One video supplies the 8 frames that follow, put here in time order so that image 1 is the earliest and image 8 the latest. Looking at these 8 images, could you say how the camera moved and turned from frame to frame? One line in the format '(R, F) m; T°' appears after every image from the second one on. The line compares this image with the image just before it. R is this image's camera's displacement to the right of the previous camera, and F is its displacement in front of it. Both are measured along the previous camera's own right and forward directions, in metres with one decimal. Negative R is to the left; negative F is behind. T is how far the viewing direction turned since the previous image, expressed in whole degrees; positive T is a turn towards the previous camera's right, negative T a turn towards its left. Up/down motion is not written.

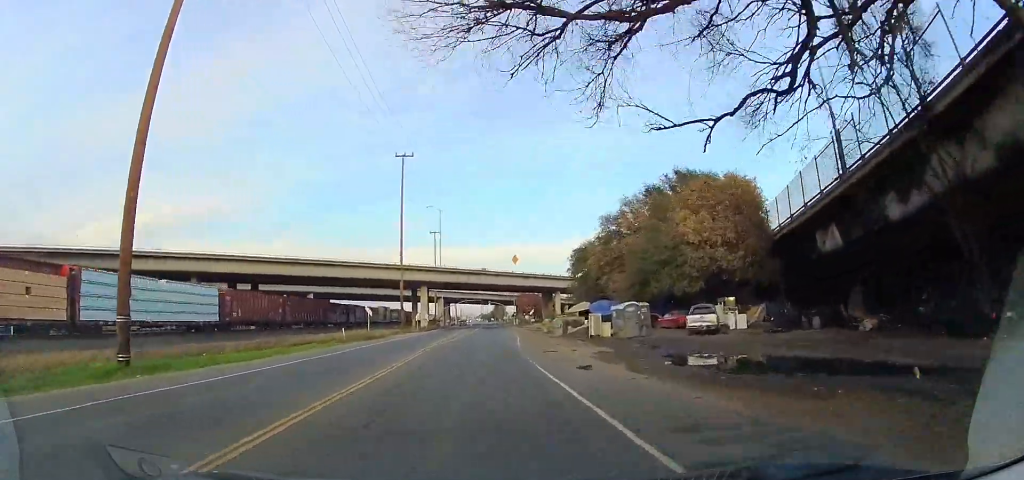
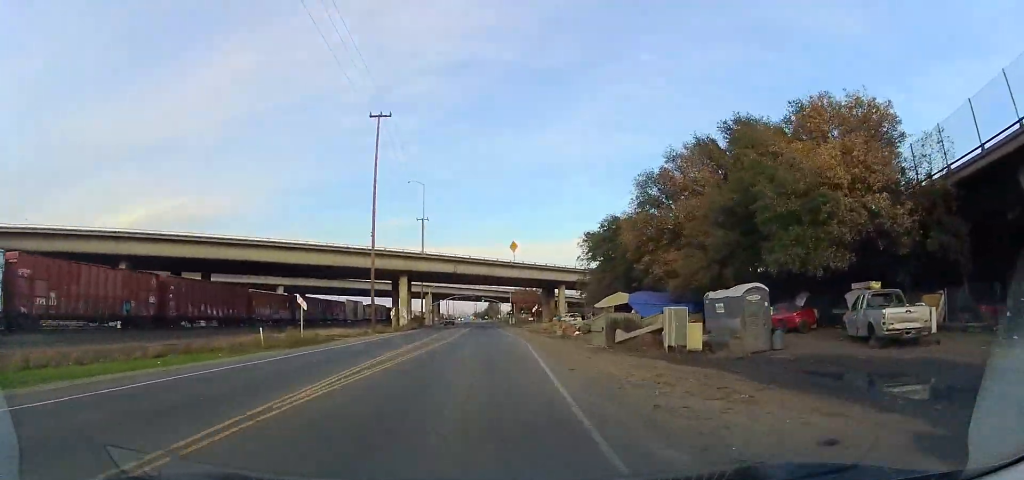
(-0.6, +16.8) m; -2°
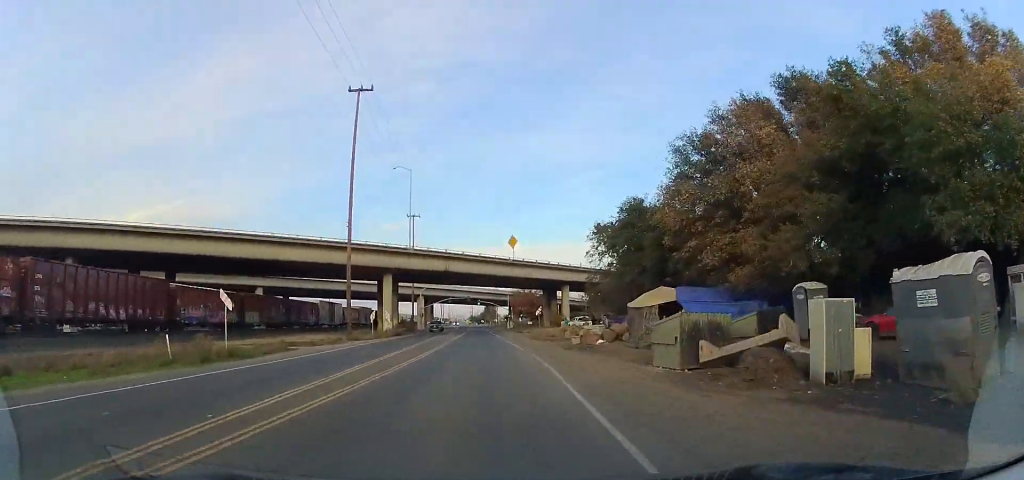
(0.0, +10.0) m; +1°
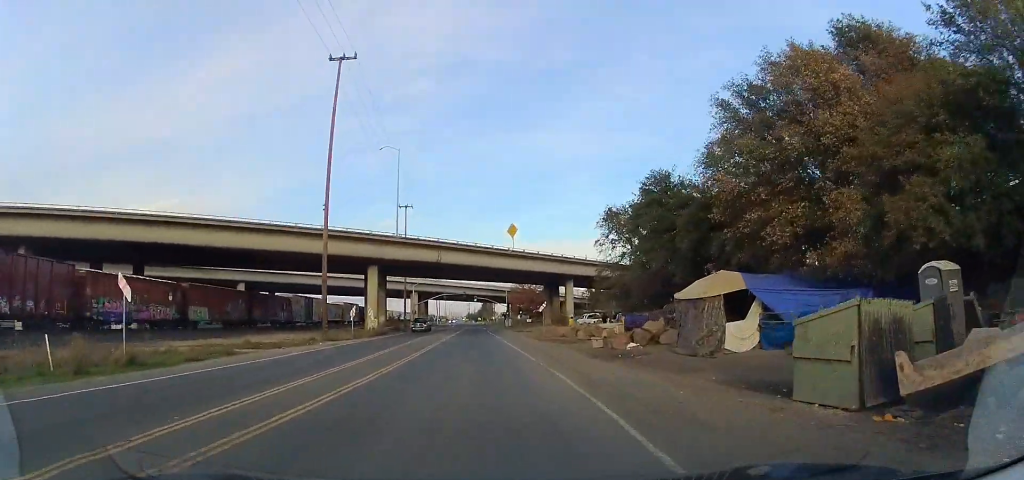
(0.0, +7.7) m; +1°
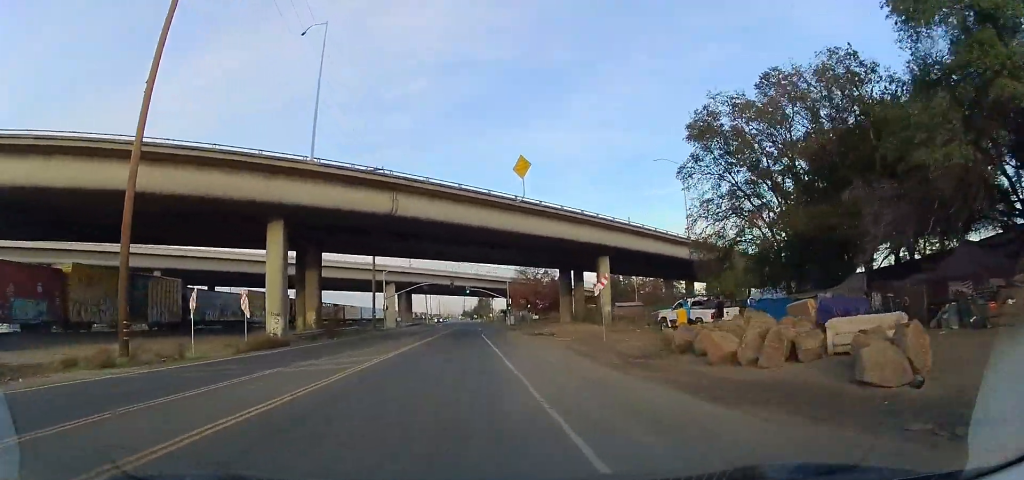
(+0.6, +29.3) m; +1°
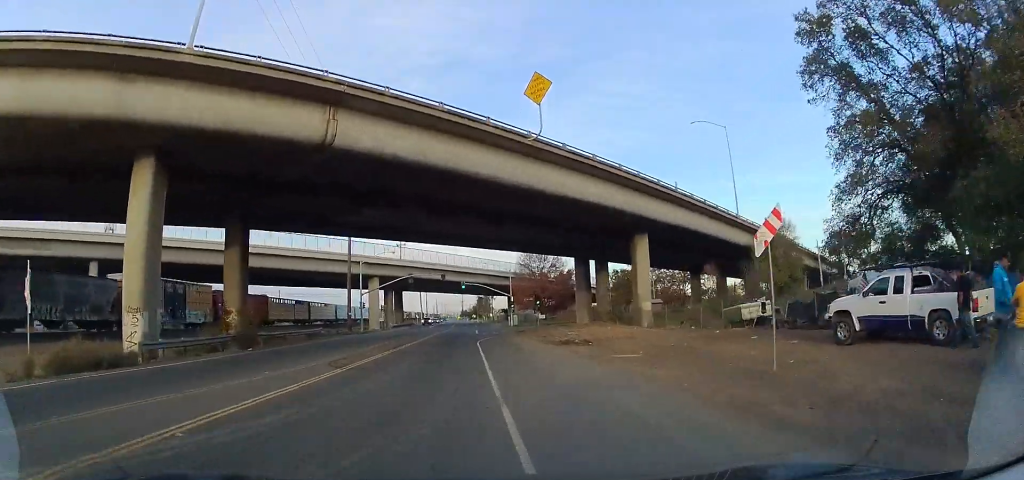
(0.0, +15.8) m; 0°
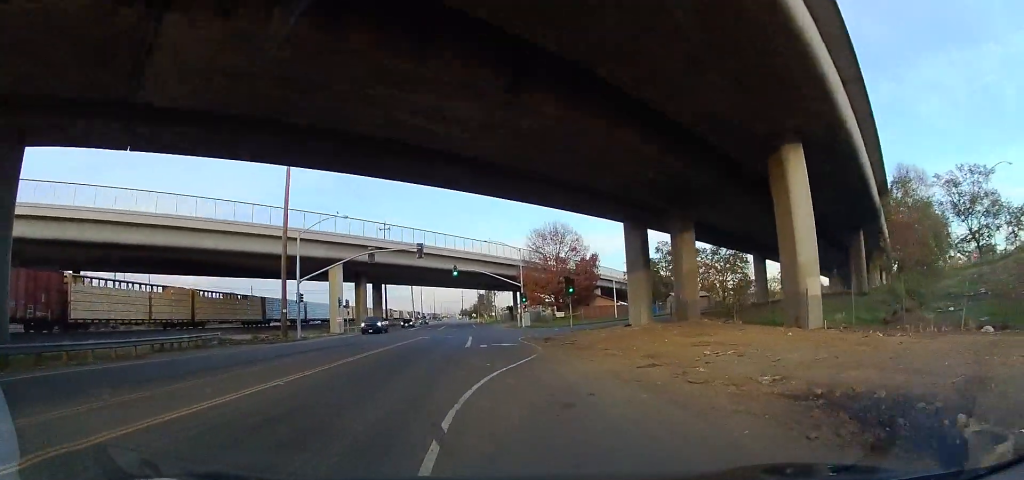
(-0.4, +25.3) m; 0°
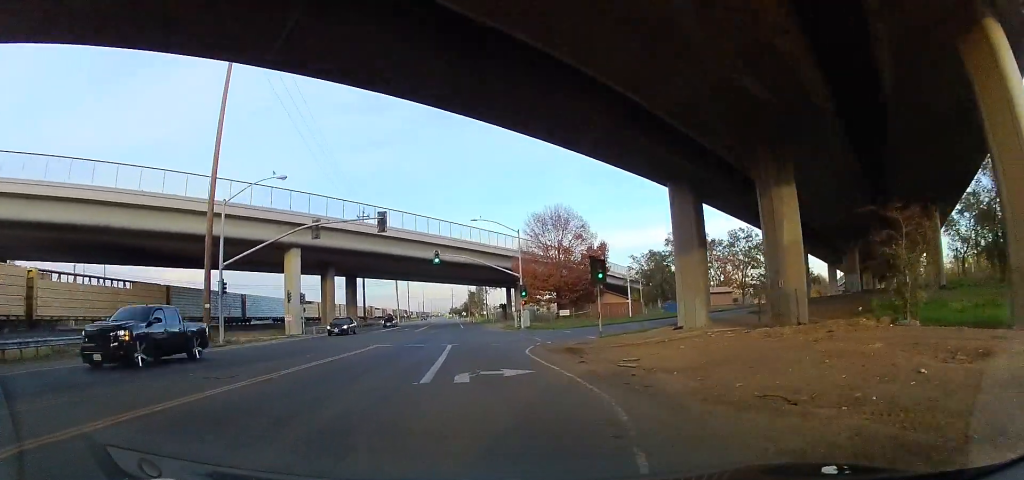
(+0.3, +13.9) m; +3°
